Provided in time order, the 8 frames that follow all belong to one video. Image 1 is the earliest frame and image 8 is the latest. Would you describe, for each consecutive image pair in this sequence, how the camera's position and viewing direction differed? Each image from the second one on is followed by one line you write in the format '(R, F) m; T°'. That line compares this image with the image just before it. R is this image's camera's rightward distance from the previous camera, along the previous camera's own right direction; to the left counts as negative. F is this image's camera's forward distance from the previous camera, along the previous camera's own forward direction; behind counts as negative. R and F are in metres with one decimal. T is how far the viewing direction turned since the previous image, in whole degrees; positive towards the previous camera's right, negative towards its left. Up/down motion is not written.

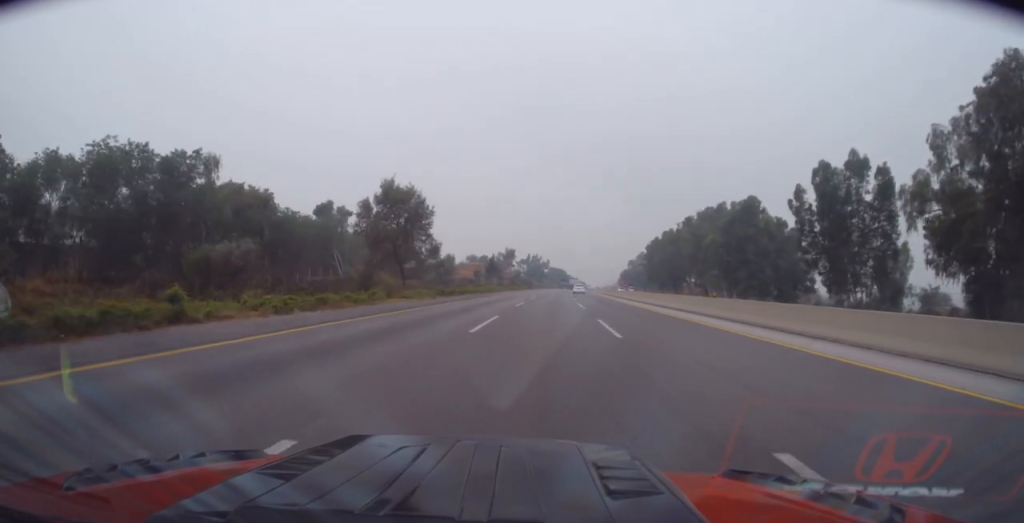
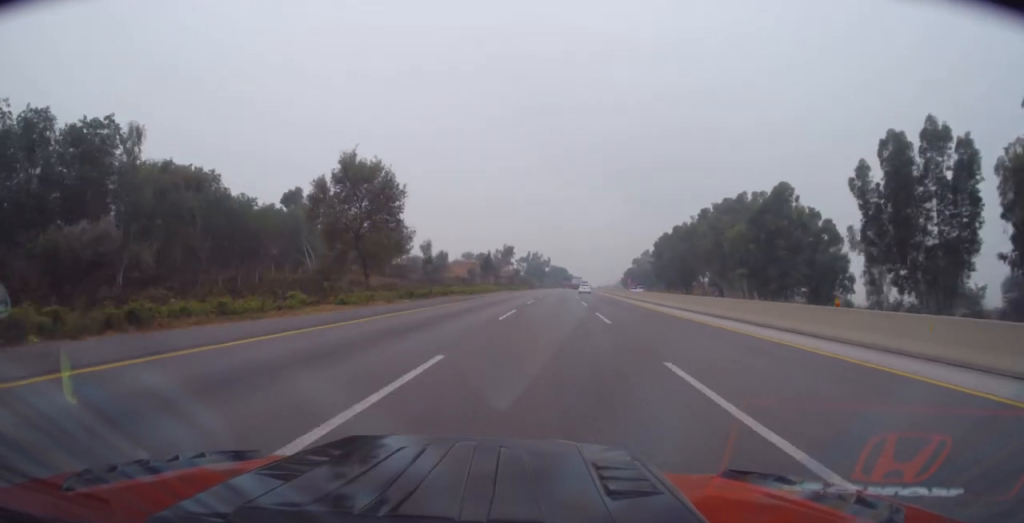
(-0.2, +12.5) m; 0°
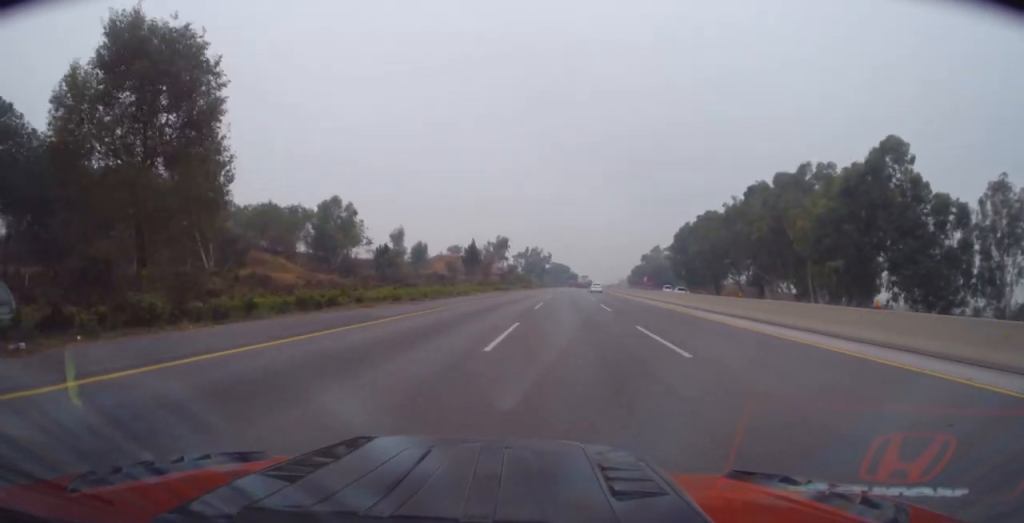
(+0.2, +27.4) m; 0°
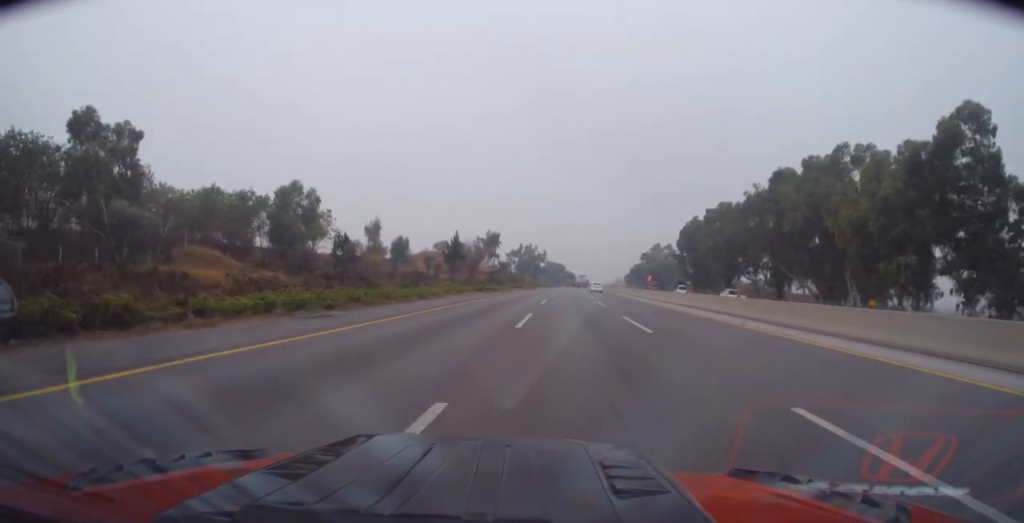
(-0.1, +12.6) m; 0°
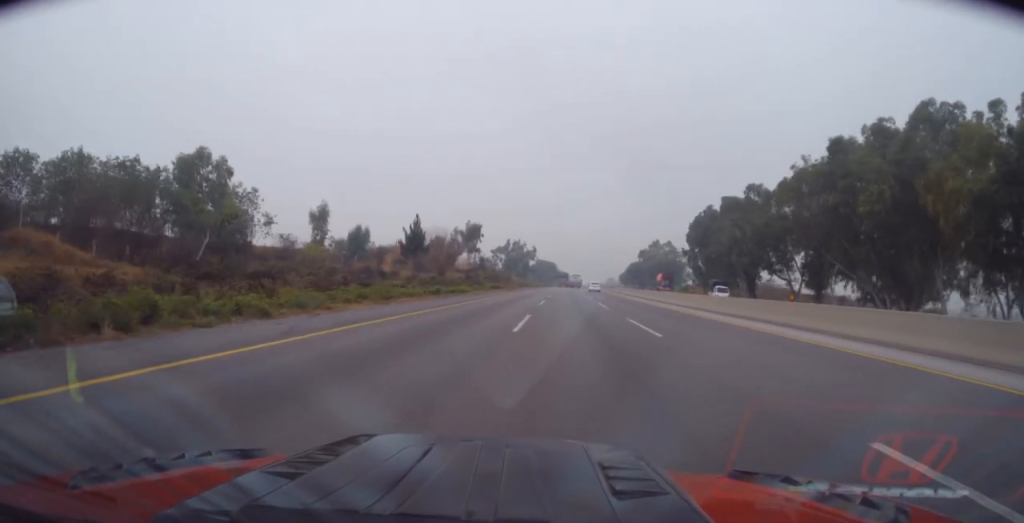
(-0.1, +19.6) m; +1°
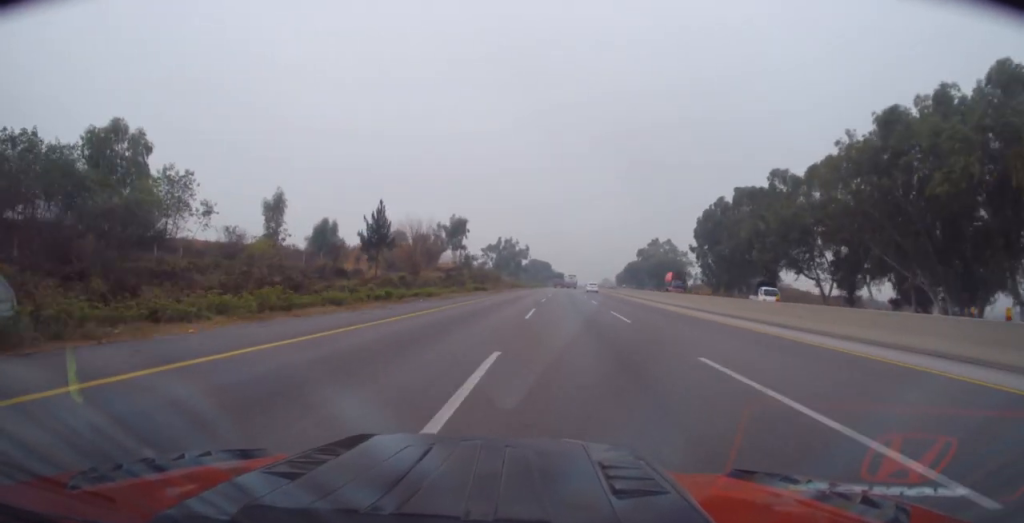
(+0.1, +11.8) m; +1°
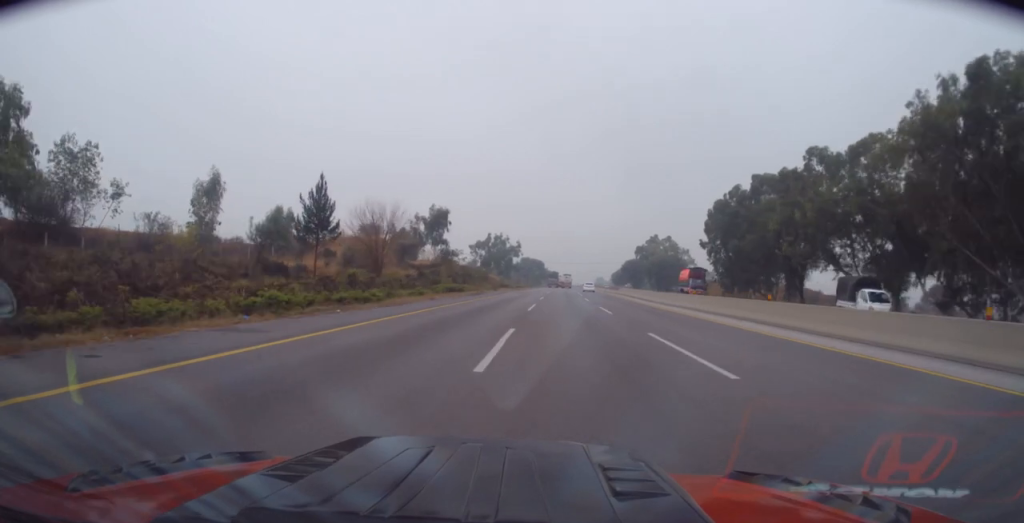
(+0.1, +12.6) m; +1°
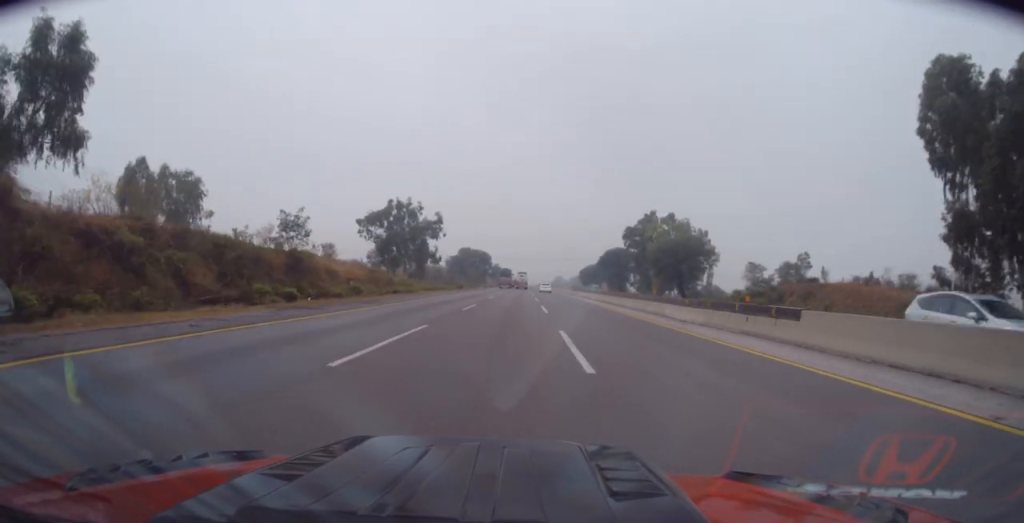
(+2.2, +70.9) m; +3°
